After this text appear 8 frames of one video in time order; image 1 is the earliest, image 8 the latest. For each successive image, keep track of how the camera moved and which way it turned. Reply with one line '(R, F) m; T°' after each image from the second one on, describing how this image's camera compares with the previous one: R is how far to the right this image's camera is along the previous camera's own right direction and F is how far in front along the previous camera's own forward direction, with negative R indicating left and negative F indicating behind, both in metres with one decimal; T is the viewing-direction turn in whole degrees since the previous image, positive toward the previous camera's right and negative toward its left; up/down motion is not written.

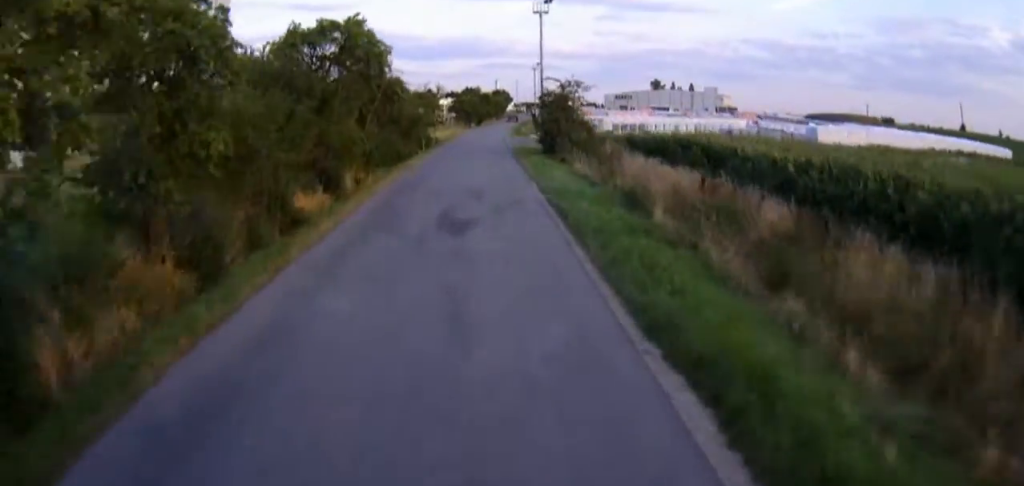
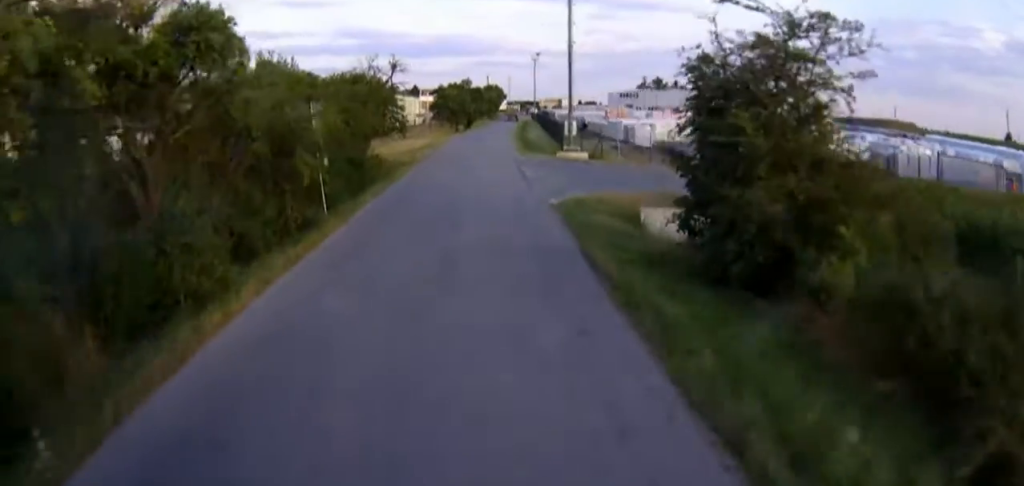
(+0.3, +31.4) m; +1°
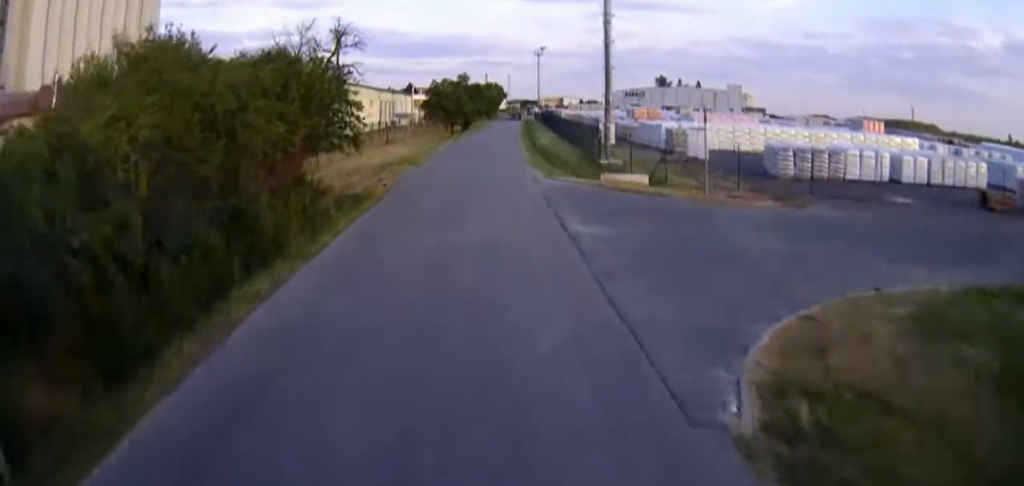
(+0.1, +14.9) m; +1°
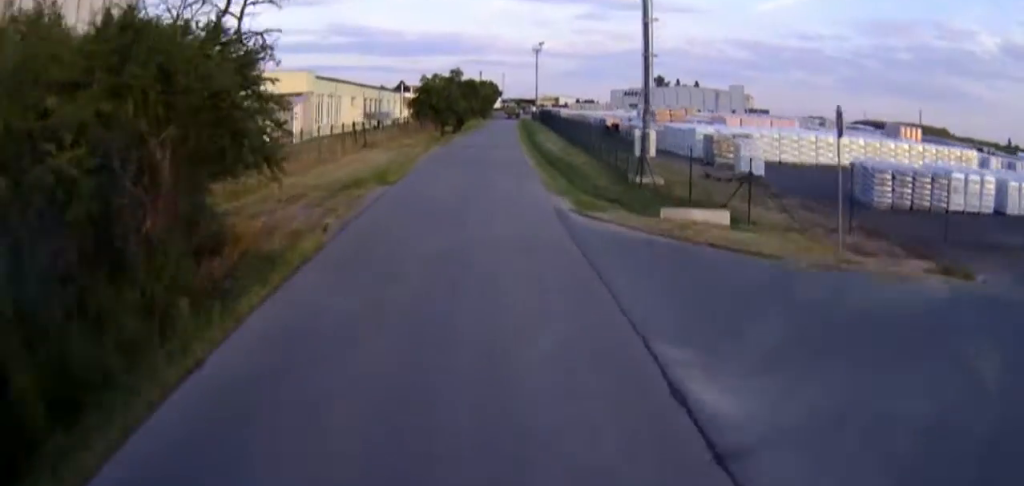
(0.0, +9.7) m; 0°
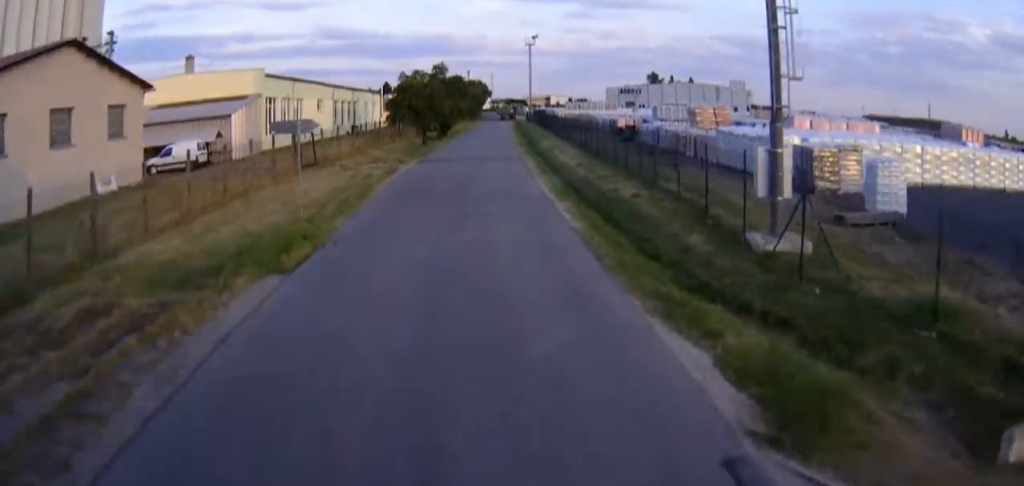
(0.0, +13.7) m; +1°
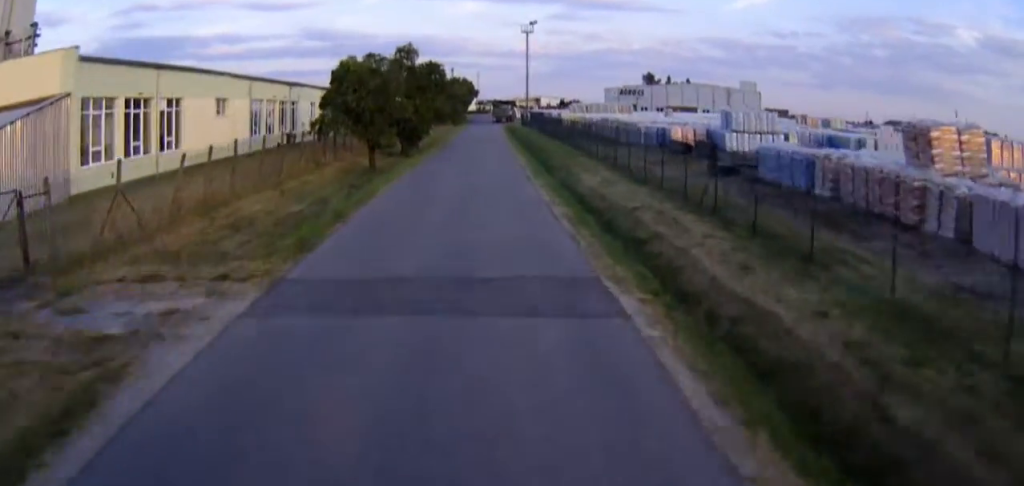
(+0.7, +27.1) m; +3°
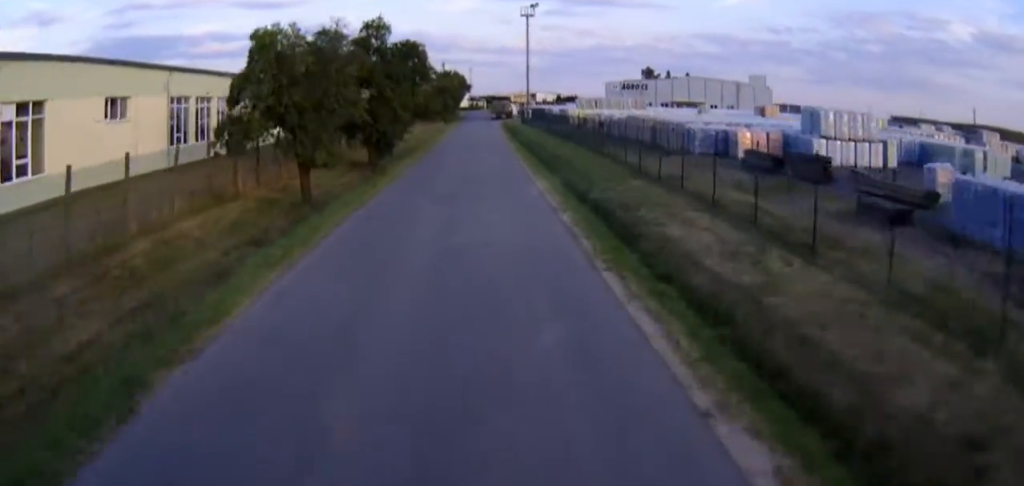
(+0.3, +15.2) m; 0°
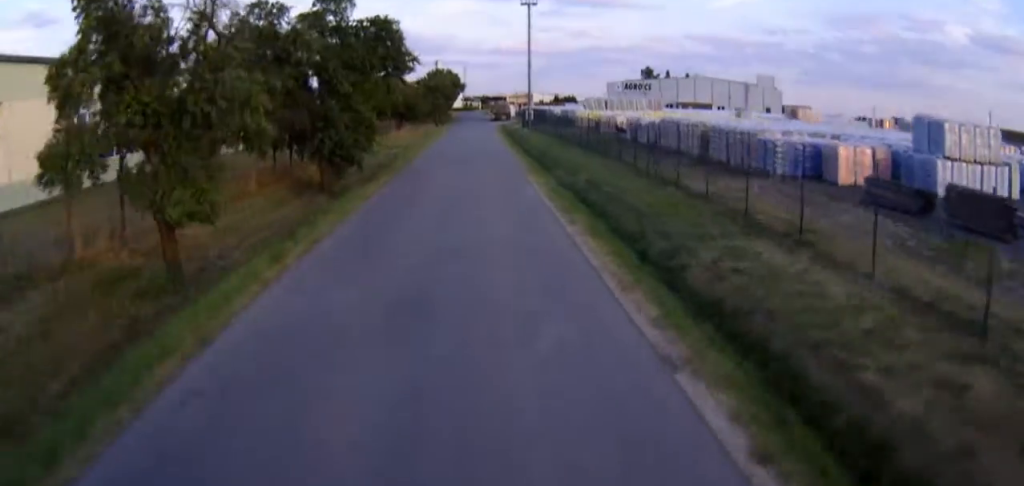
(-0.1, +12.2) m; 0°
